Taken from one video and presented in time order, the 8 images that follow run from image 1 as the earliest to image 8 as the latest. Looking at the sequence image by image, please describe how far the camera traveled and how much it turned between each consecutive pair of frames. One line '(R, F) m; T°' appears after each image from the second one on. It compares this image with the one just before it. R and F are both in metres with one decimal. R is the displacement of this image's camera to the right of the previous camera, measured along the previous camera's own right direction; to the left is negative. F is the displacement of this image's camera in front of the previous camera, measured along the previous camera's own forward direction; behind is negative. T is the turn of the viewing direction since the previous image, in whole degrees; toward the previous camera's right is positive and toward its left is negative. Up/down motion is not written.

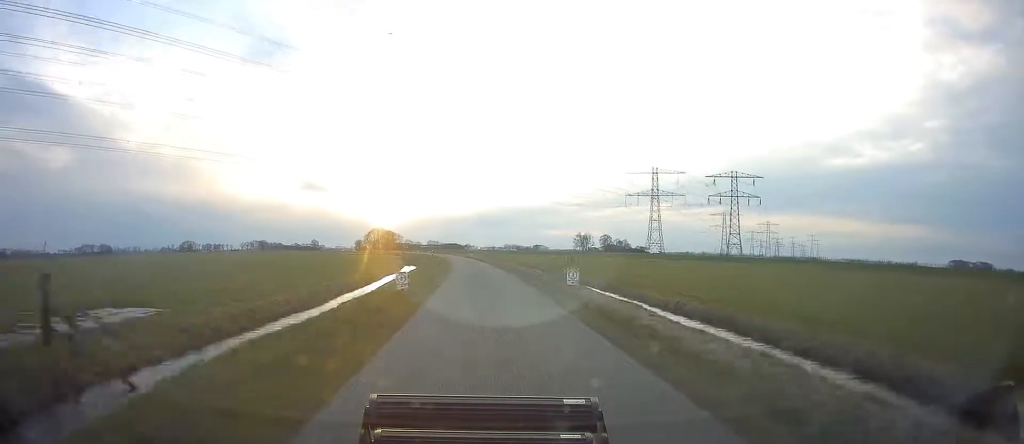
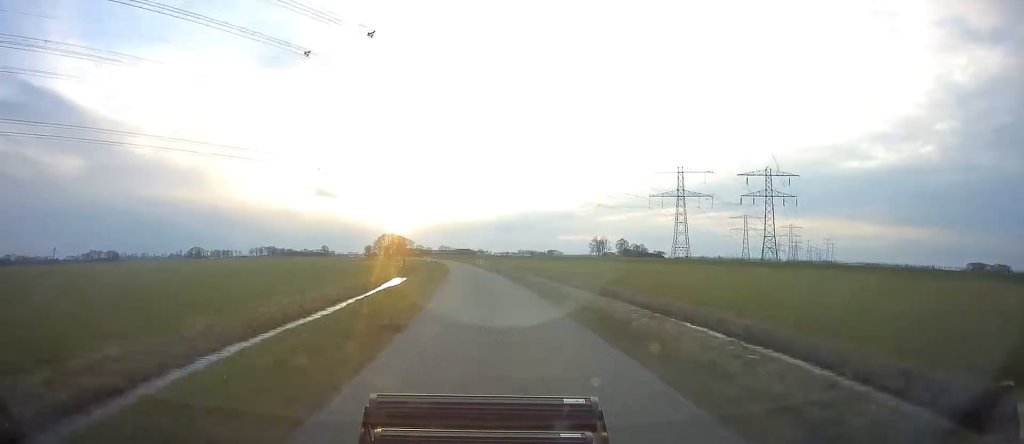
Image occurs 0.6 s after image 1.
(-0.1, +21.4) m; -1°
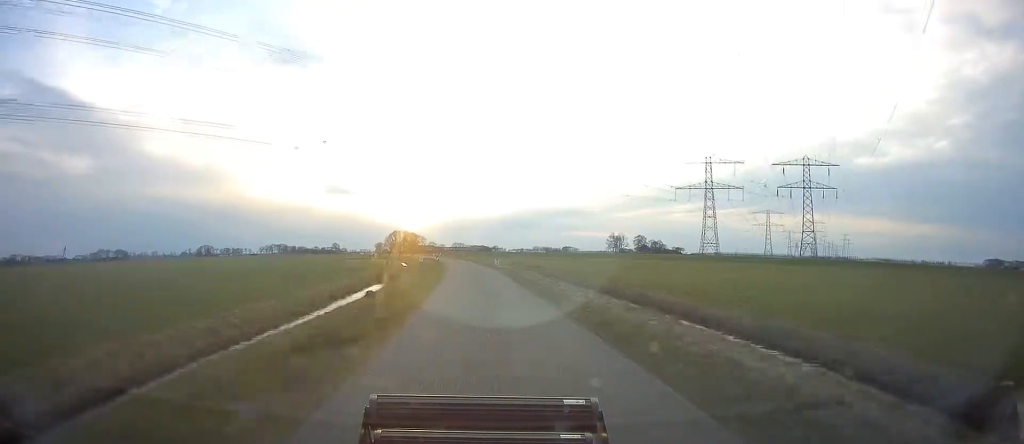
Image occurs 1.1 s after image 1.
(-0.2, +19.1) m; -1°
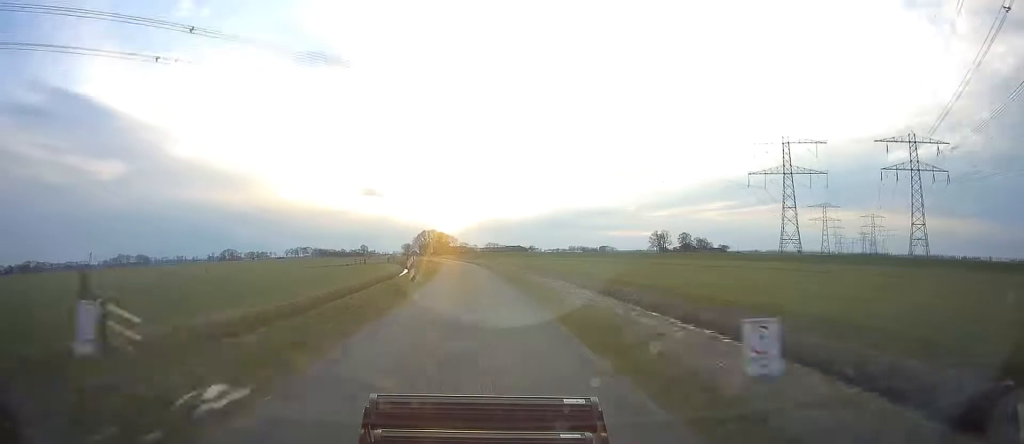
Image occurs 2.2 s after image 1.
(-1.1, +45.4) m; -3°
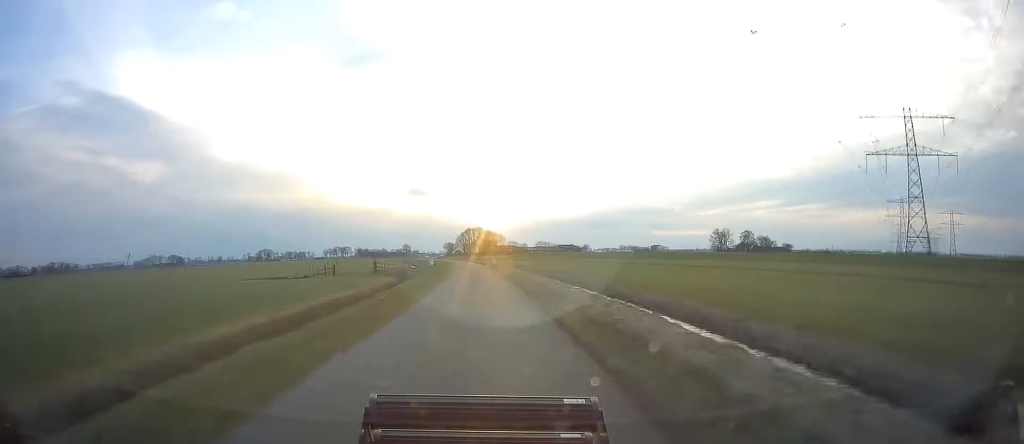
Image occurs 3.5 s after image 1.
(-1.7, +50.6) m; -4°
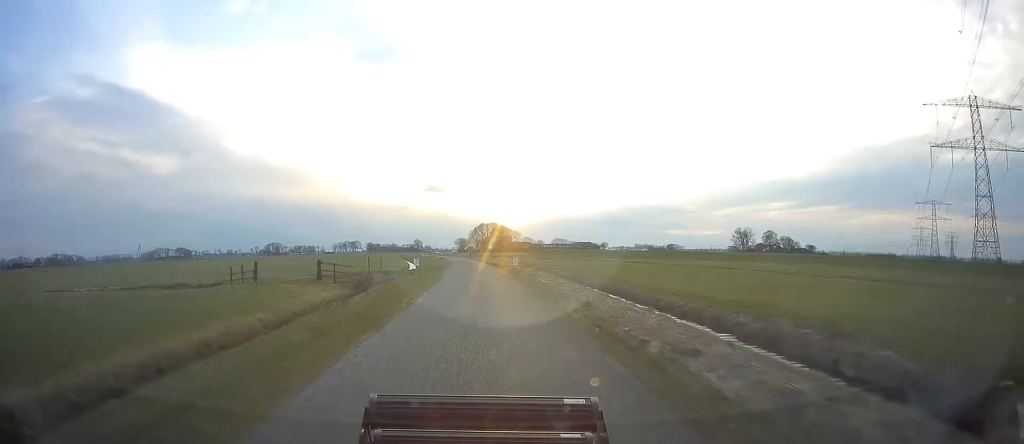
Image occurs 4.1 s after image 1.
(-0.6, +25.7) m; -2°
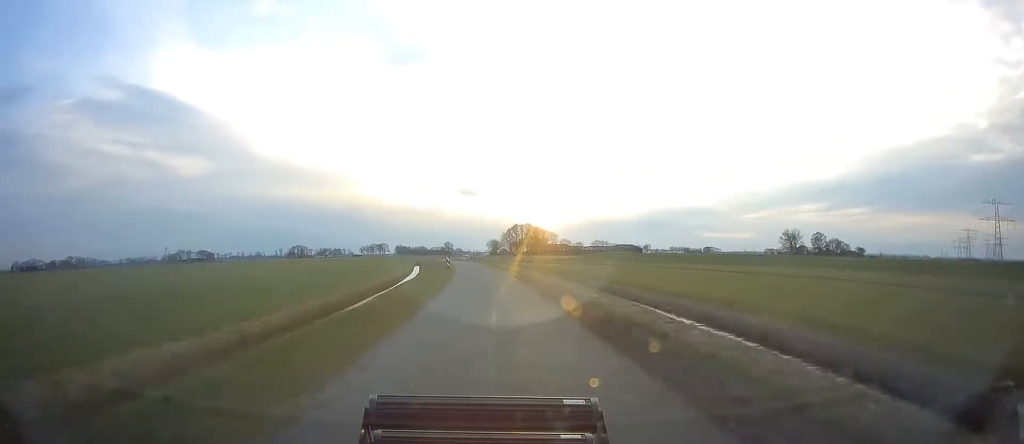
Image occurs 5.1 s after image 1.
(-1.0, +41.3) m; -3°
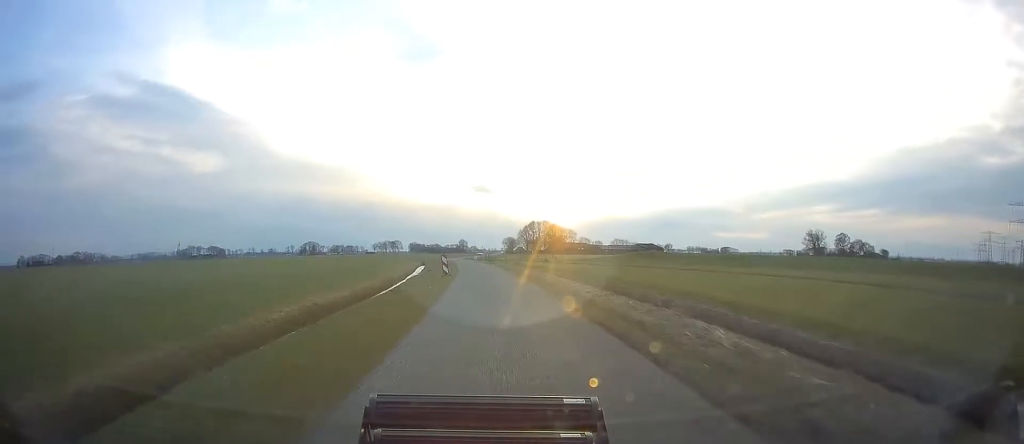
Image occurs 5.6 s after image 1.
(-0.3, +18.1) m; -1°
